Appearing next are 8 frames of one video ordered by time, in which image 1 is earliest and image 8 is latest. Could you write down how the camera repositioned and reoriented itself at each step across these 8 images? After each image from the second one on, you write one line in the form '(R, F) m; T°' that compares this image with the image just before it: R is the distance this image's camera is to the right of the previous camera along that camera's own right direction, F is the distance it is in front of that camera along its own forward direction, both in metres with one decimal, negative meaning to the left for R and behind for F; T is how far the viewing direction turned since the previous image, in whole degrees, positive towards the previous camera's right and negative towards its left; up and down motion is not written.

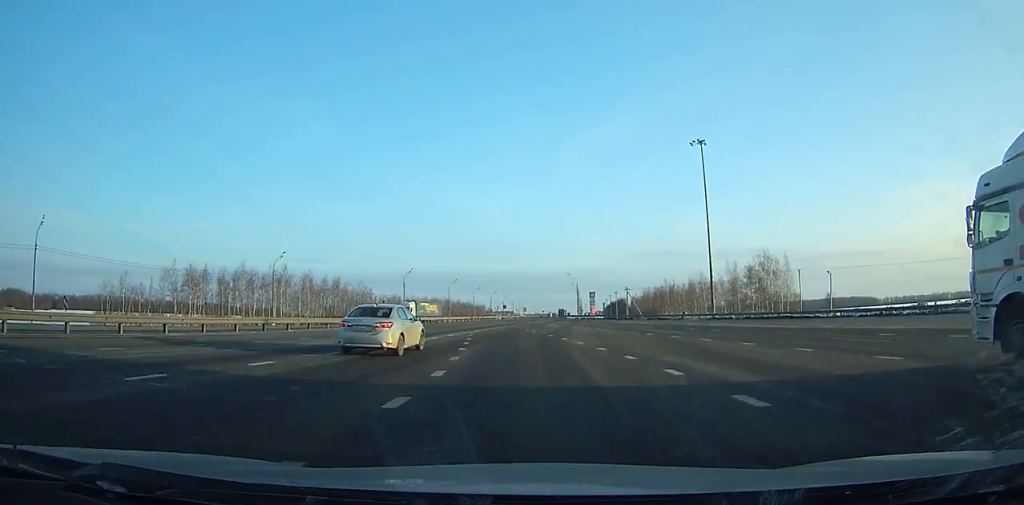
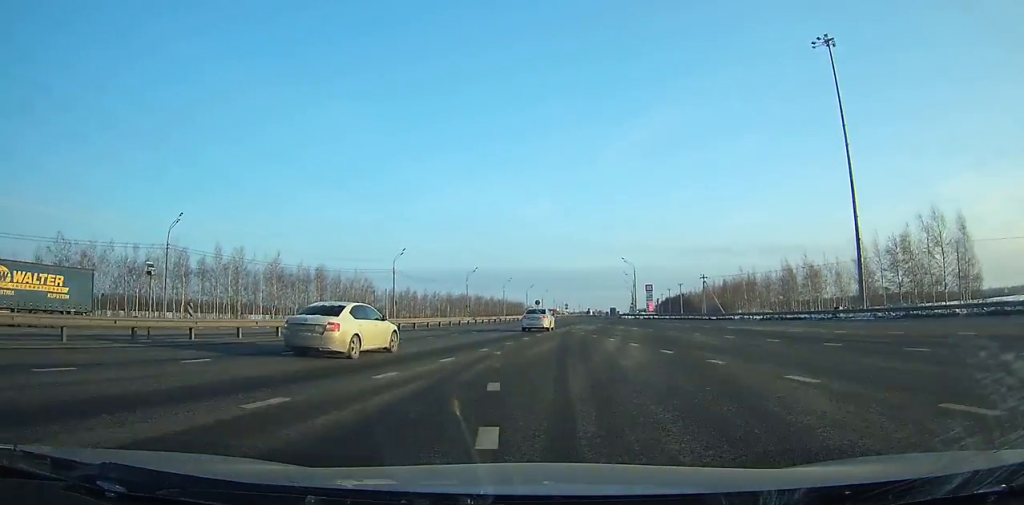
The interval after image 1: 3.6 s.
(-0.5, +41.4) m; 0°
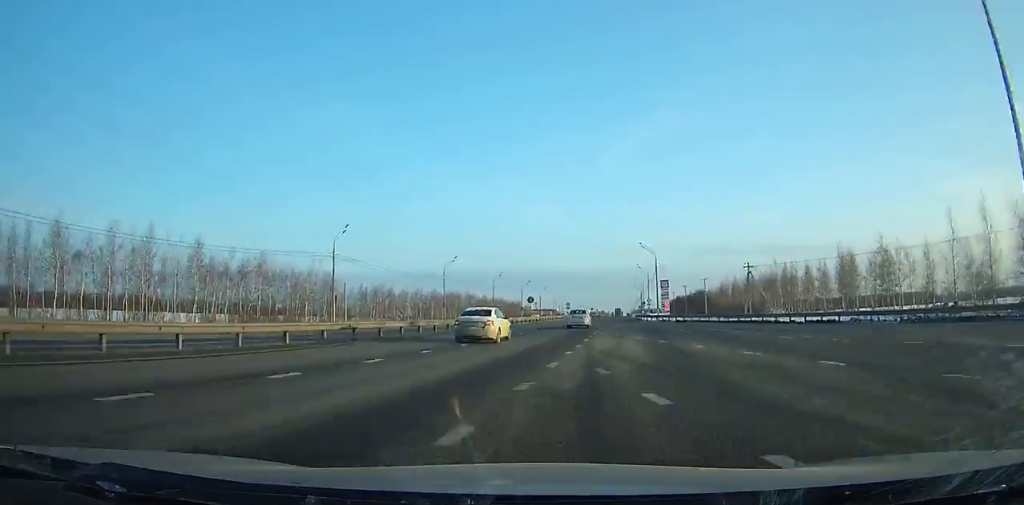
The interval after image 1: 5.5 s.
(-0.4, +26.1) m; +1°
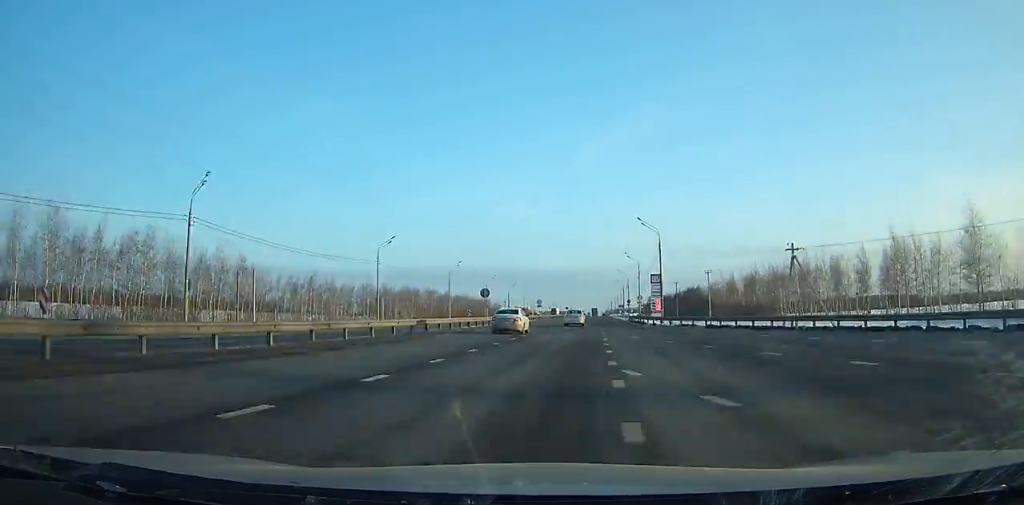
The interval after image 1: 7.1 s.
(+0.6, +25.0) m; +1°
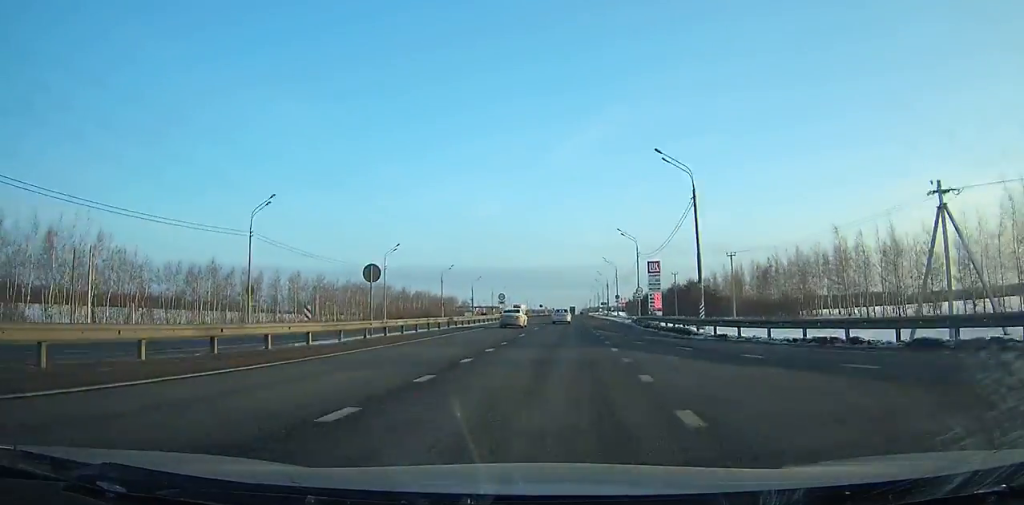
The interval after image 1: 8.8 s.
(+0.5, +27.5) m; +1°
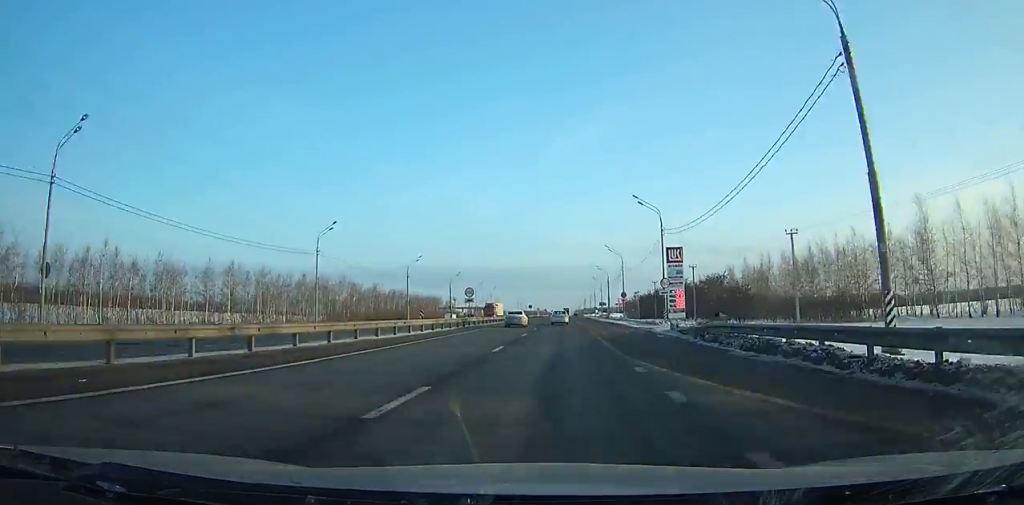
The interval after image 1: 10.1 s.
(+0.2, +23.4) m; 0°
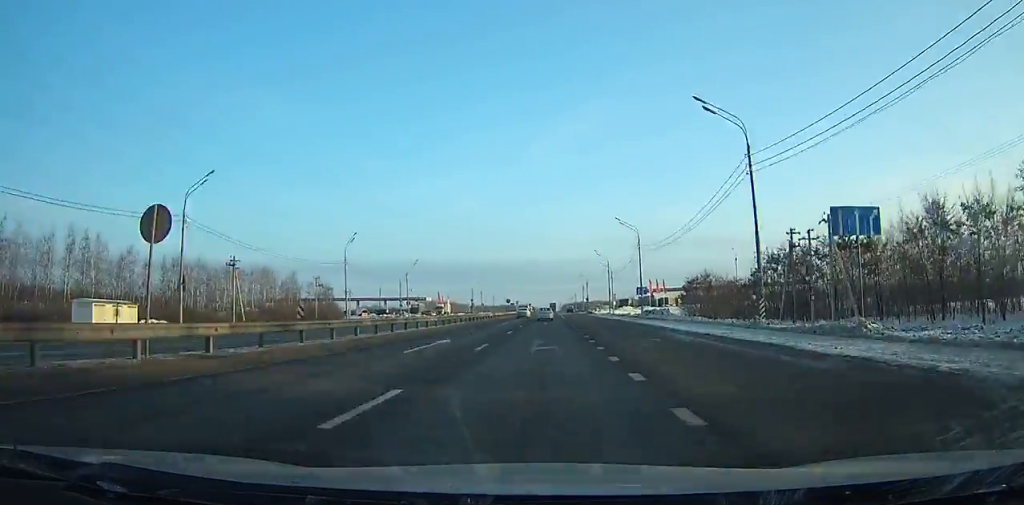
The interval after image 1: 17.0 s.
(+1.2, +135.3) m; 0°
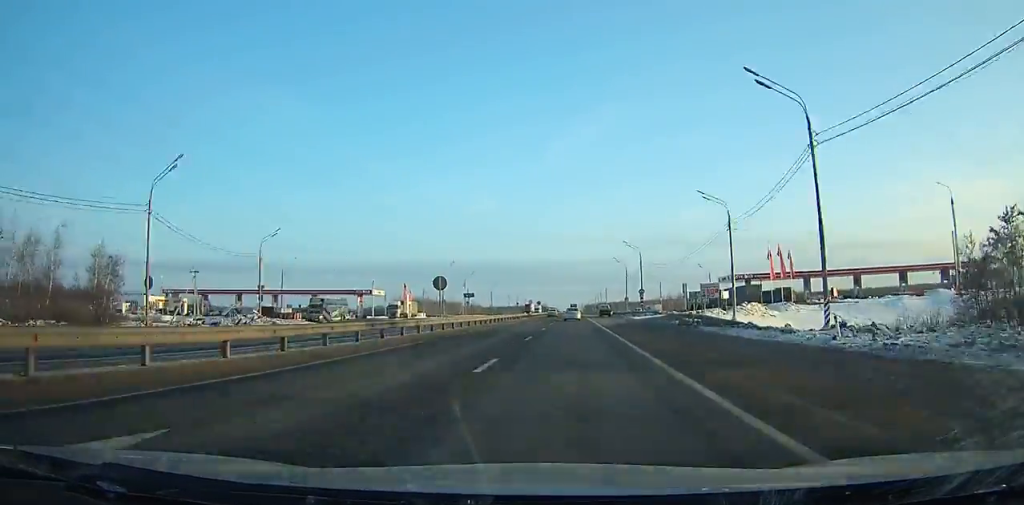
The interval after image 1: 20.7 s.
(-0.5, +79.3) m; 0°
